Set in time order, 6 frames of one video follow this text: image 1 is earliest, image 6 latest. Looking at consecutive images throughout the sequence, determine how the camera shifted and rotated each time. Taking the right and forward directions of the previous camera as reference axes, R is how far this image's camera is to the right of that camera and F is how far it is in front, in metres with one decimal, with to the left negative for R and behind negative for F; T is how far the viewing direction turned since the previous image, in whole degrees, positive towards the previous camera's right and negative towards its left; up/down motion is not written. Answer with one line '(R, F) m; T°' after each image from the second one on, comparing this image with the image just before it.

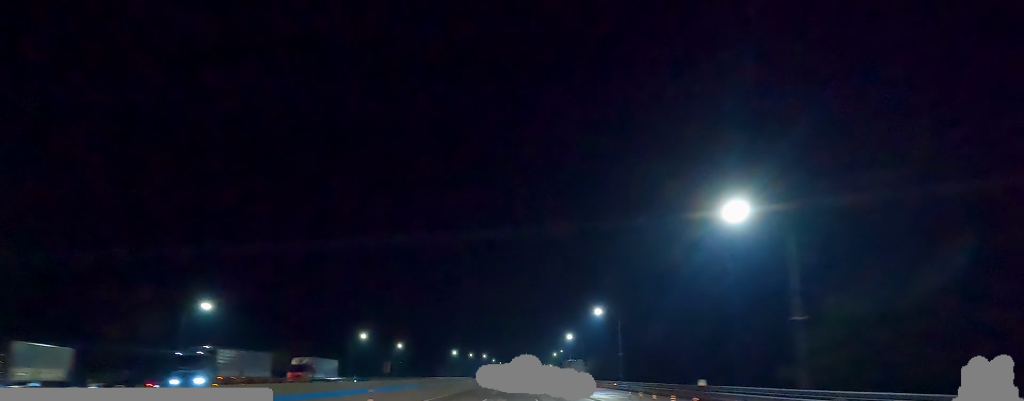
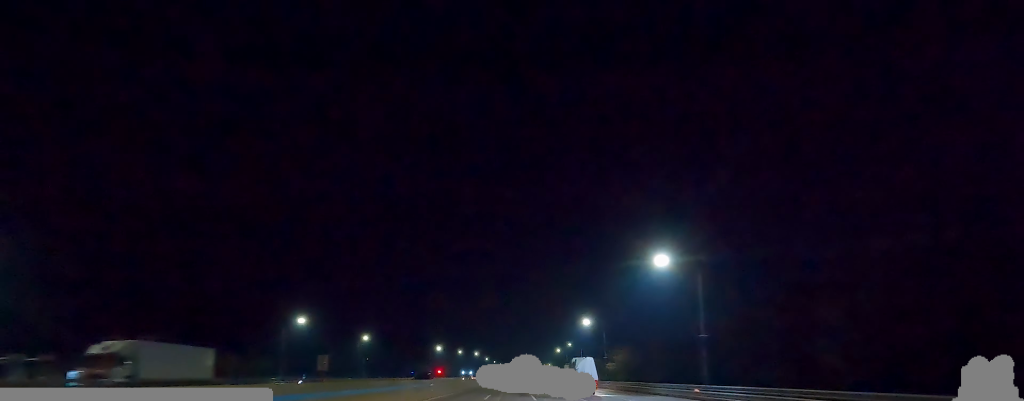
(-0.7, +32.2) m; -2°
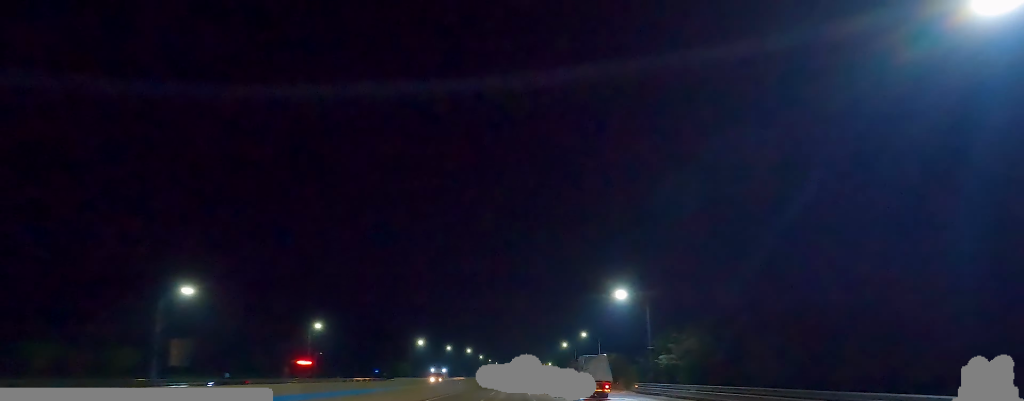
(-0.2, +29.0) m; +2°
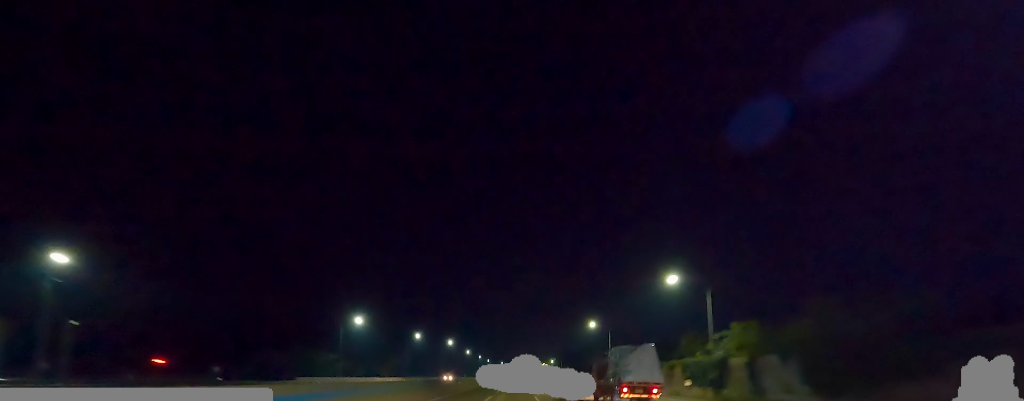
(+1.4, +53.7) m; 0°
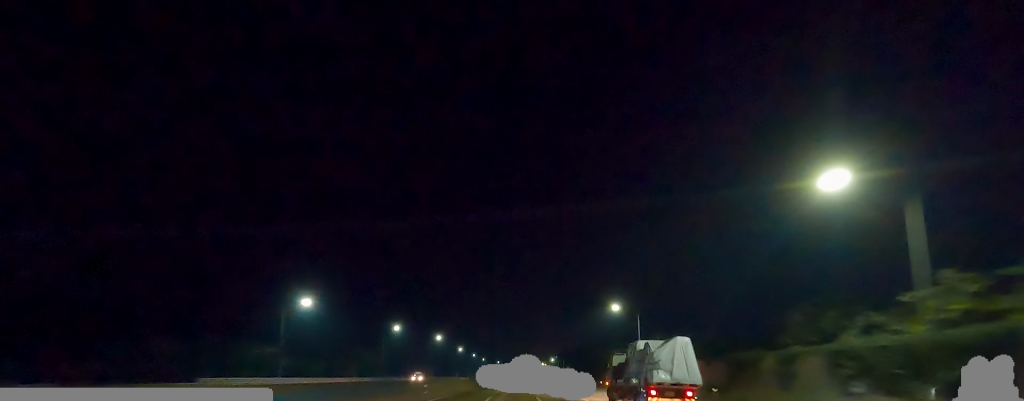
(0.0, +21.0) m; -1°
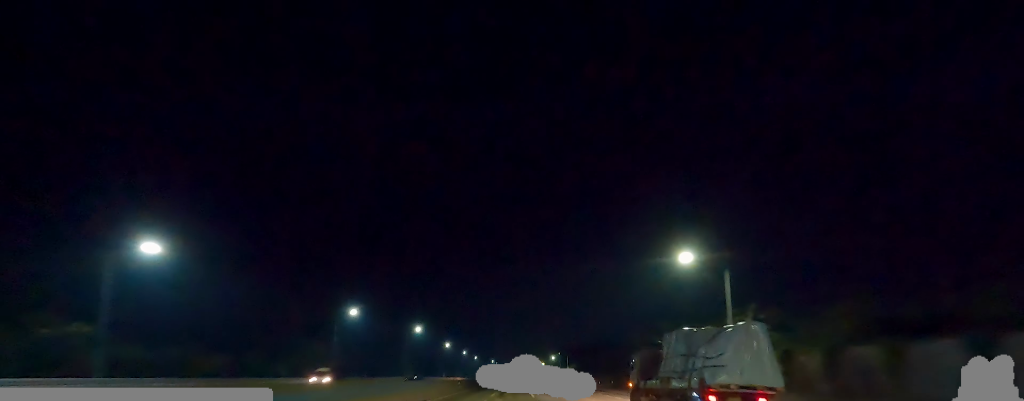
(-0.7, +27.8) m; 0°
